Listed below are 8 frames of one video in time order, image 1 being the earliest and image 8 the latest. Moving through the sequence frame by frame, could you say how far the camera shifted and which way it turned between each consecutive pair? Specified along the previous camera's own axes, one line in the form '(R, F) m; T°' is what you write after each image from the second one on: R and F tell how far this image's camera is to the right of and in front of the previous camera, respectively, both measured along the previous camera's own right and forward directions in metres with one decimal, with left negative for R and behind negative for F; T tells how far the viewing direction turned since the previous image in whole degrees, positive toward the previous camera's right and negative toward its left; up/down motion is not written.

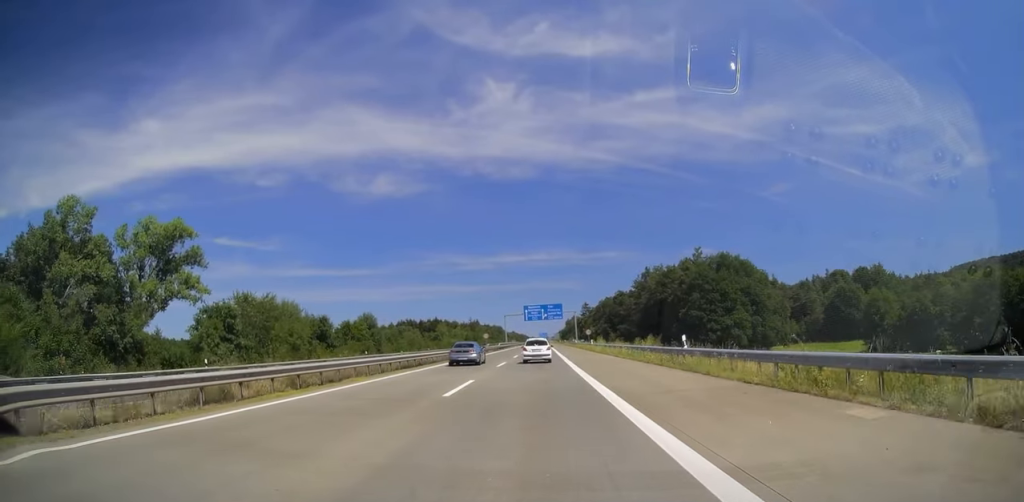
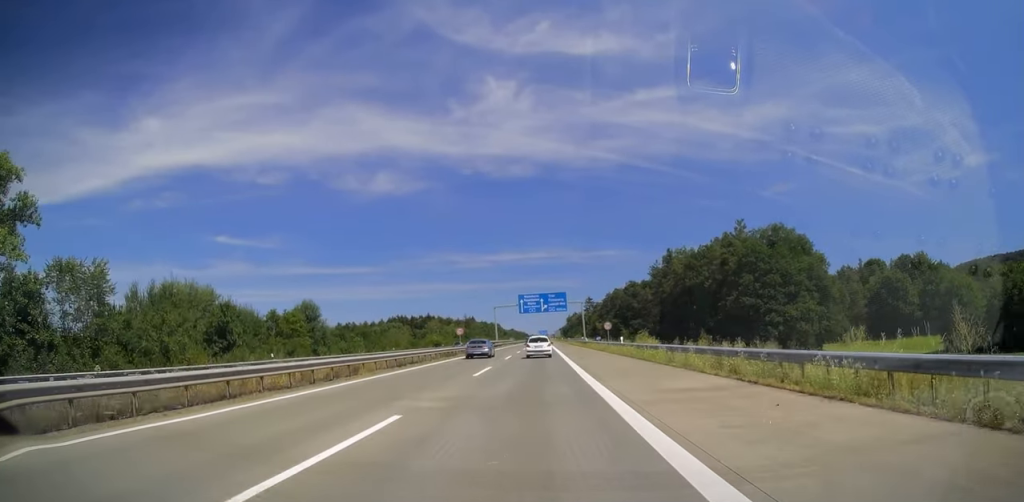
(0.0, +28.6) m; 0°
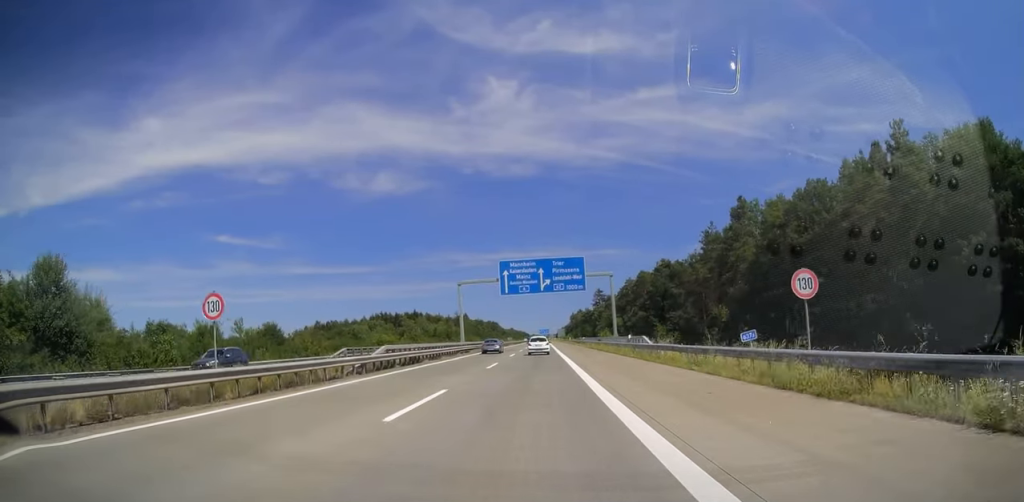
(0.0, +48.8) m; 0°
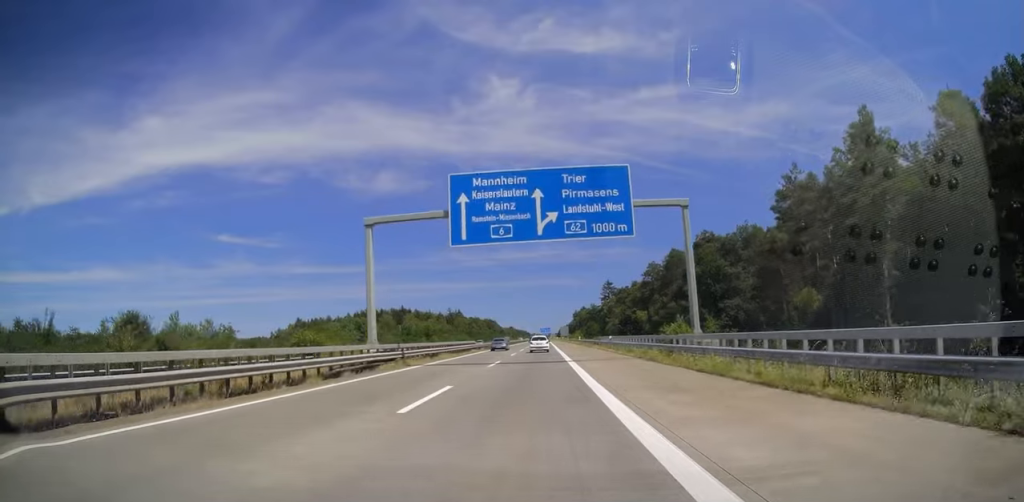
(0.0, +35.0) m; -1°
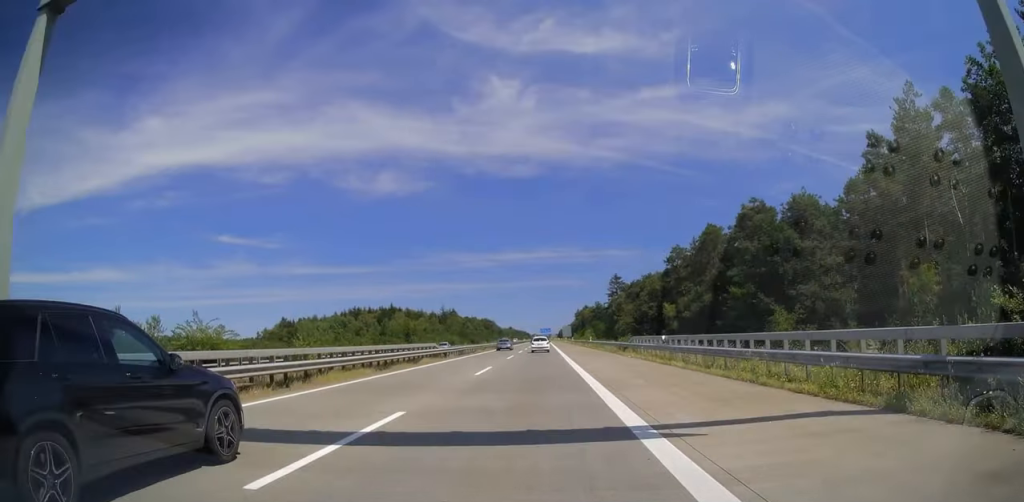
(-0.2, +24.1) m; 0°
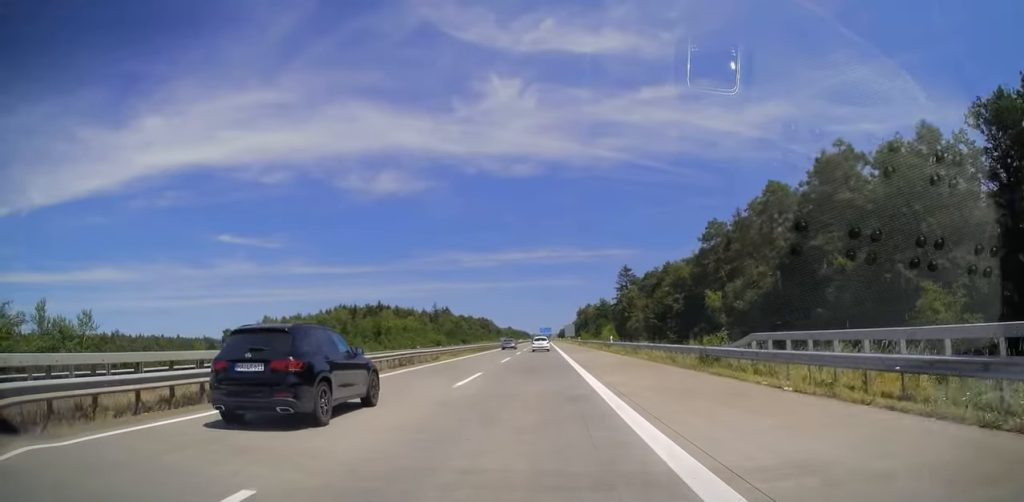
(0.0, +24.1) m; 0°
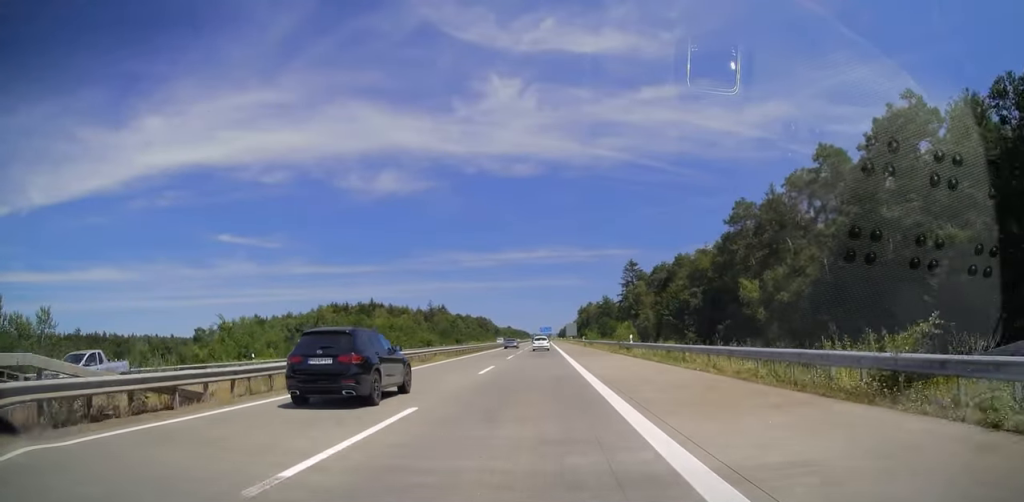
(+0.1, +12.3) m; 0°
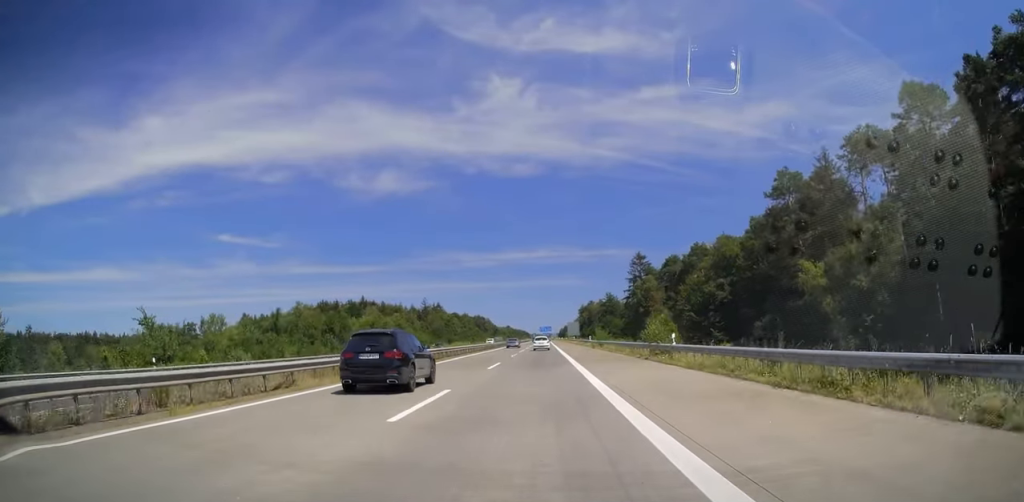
(0.0, +13.7) m; 0°
